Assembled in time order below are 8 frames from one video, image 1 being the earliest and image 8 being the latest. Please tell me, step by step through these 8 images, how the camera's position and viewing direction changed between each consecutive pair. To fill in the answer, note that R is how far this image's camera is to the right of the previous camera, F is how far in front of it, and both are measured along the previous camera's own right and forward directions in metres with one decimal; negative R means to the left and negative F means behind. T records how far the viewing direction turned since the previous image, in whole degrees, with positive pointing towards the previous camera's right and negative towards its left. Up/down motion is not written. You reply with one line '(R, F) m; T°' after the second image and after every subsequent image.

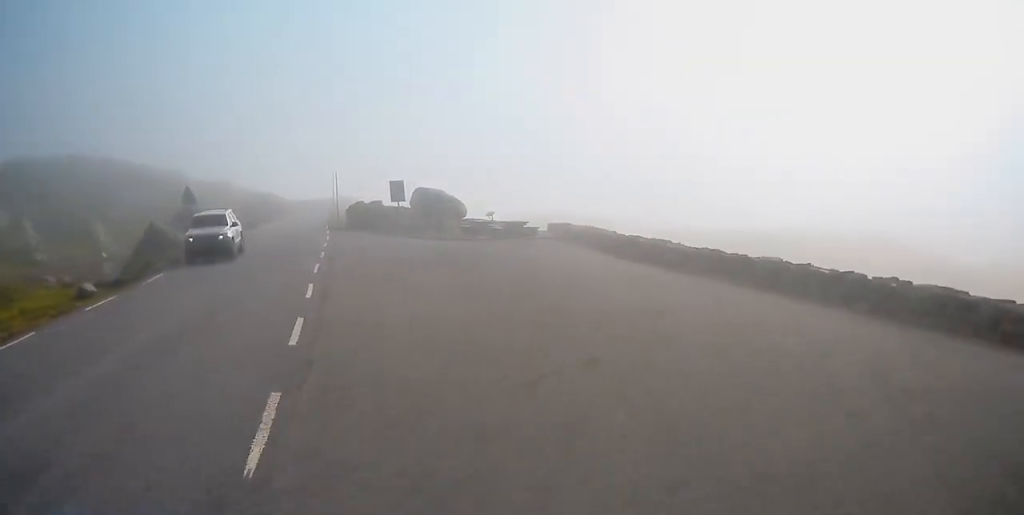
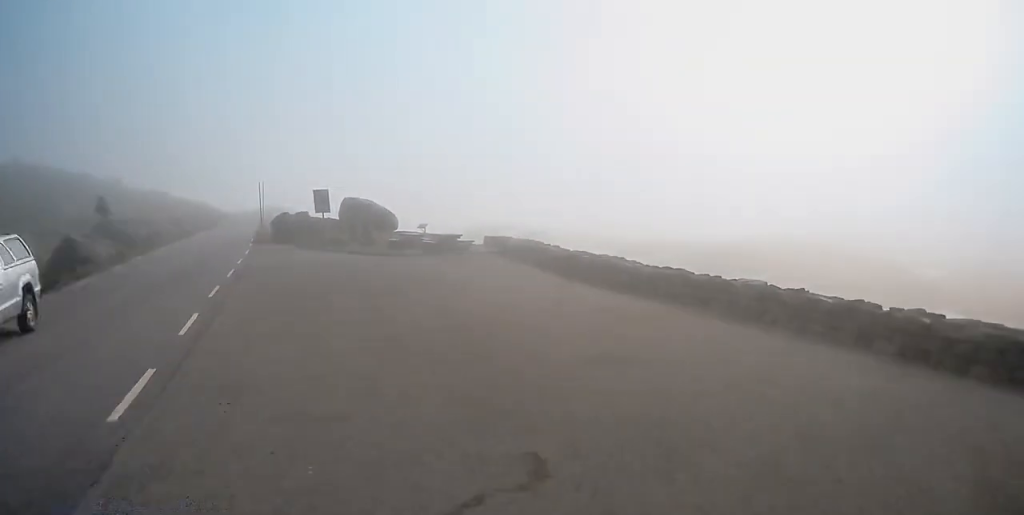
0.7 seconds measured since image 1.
(+0.1, +3.8) m; +5°
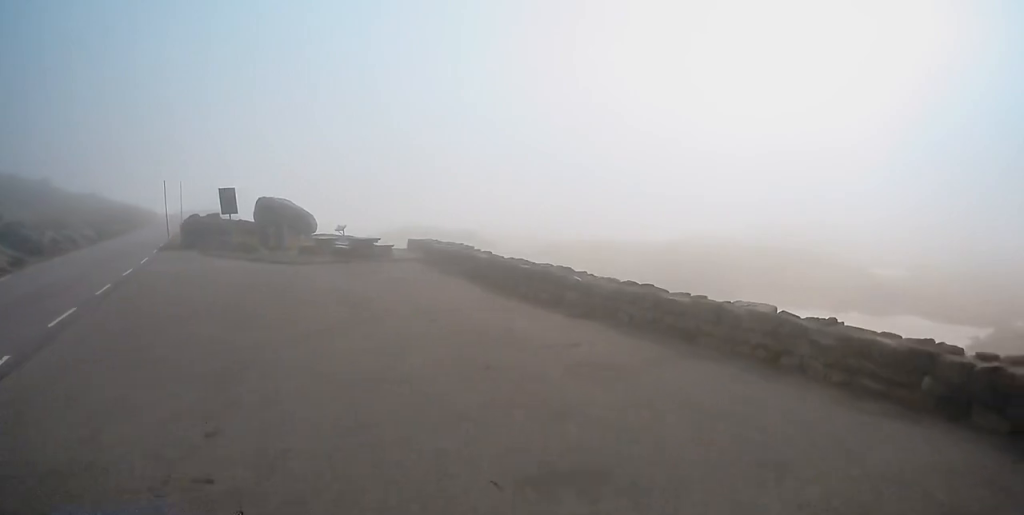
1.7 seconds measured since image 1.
(+0.3, +5.0) m; +4°
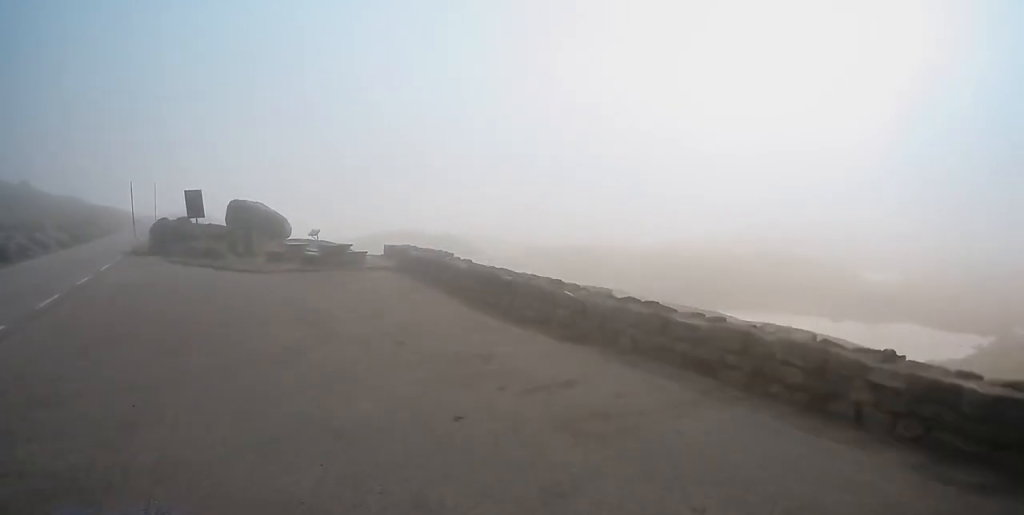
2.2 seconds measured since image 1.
(+0.2, +2.5) m; +1°
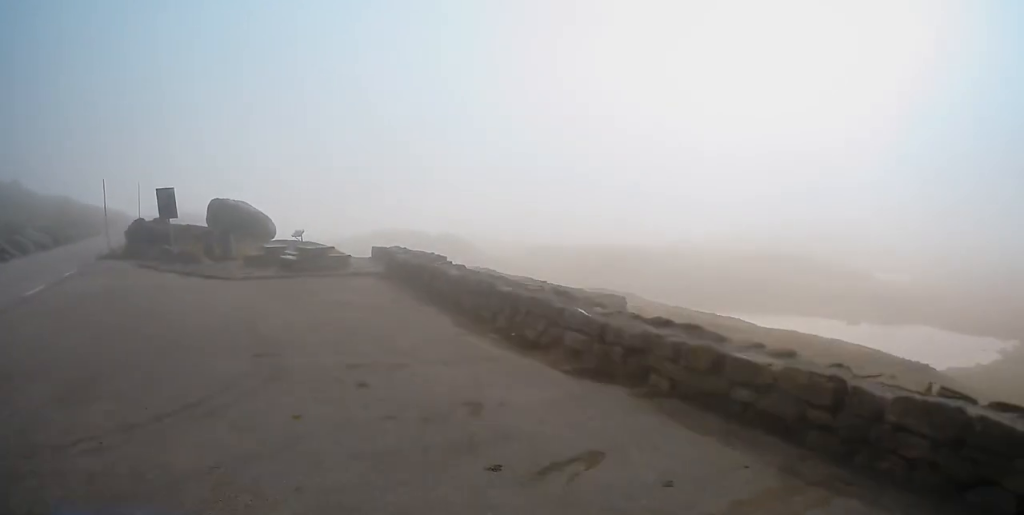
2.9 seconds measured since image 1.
(-0.2, +3.1) m; -4°
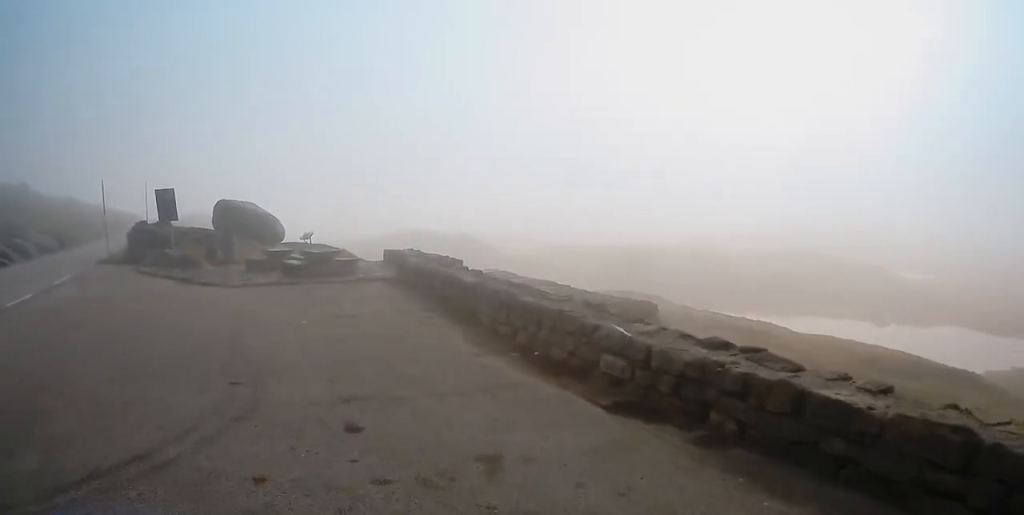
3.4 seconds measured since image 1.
(0.0, +2.0) m; -3°
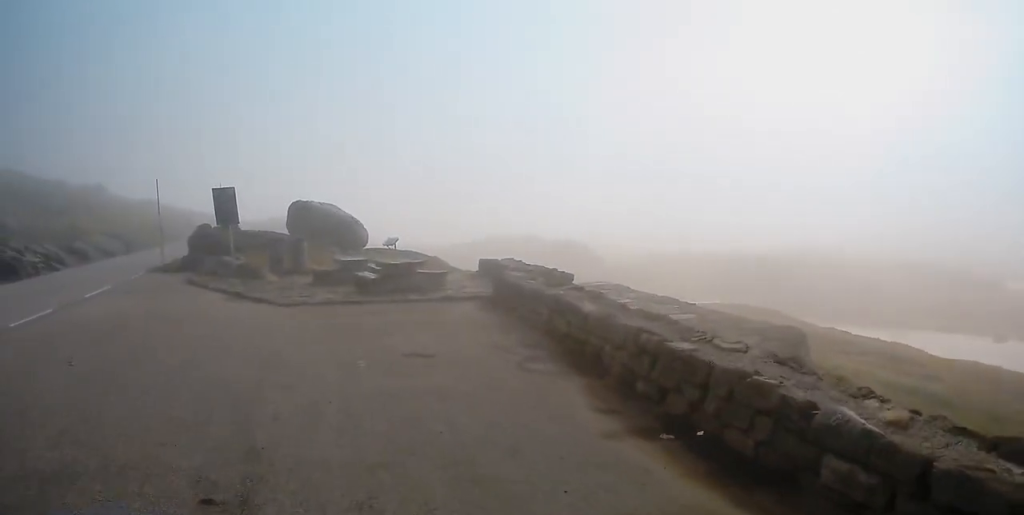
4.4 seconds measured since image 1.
(-0.2, +4.2) m; -8°
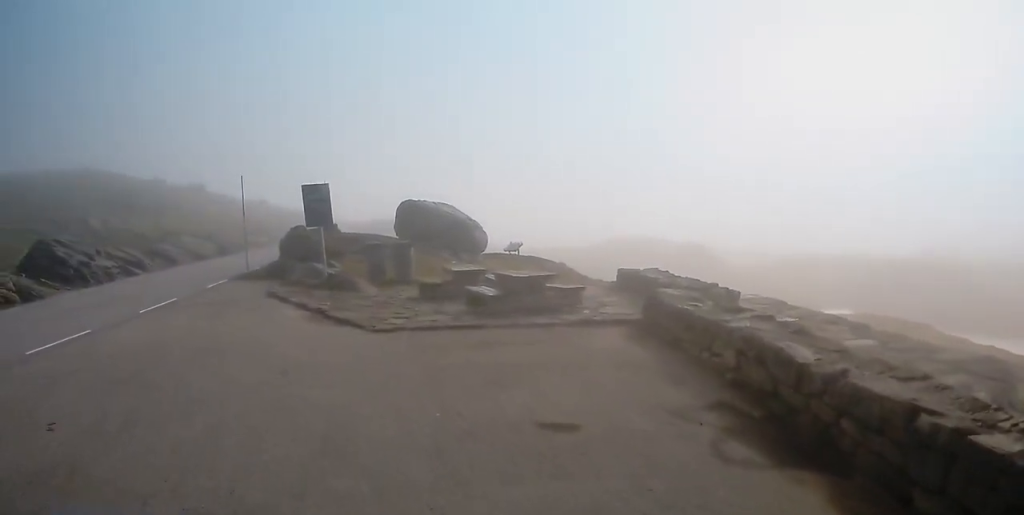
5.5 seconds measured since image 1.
(-0.4, +4.0) m; -9°
